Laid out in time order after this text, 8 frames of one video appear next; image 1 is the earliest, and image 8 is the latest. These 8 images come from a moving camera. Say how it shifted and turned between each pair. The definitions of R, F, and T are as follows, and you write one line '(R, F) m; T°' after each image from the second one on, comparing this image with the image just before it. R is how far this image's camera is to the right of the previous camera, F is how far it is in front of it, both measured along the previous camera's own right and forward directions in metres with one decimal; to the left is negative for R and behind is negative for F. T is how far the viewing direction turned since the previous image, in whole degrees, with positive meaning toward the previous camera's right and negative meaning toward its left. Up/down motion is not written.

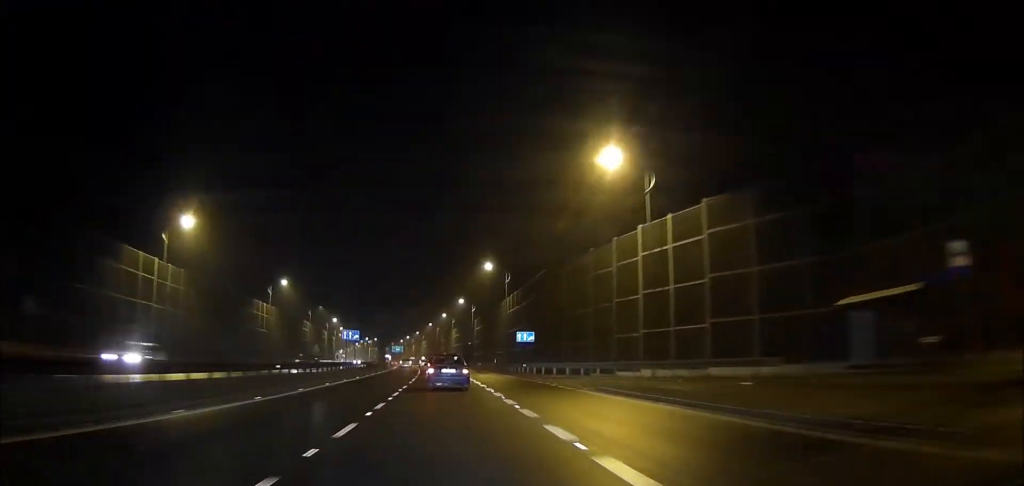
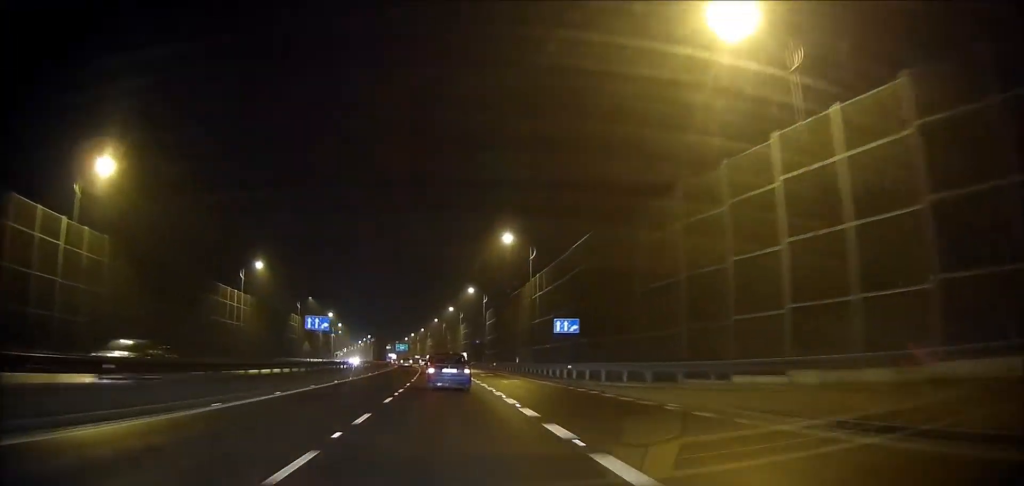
(-0.1, +16.0) m; -1°
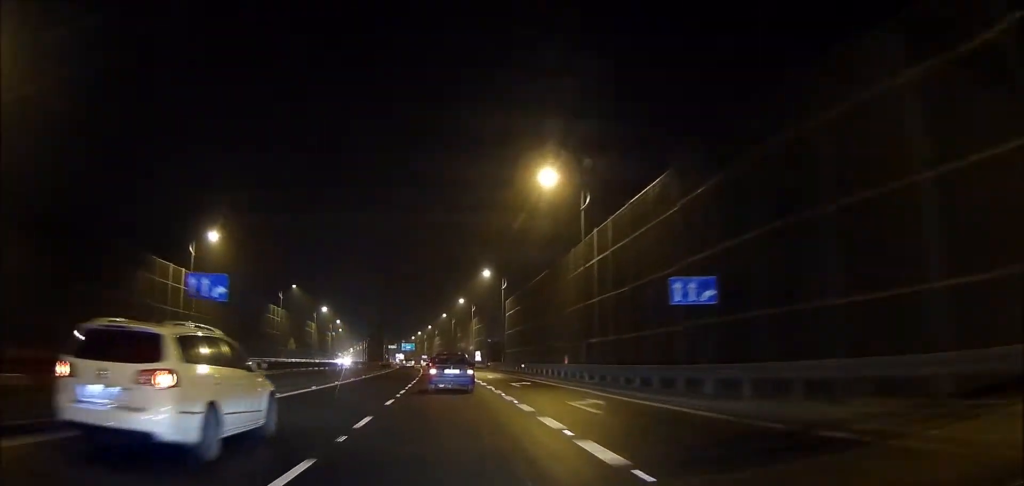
(-0.2, +18.8) m; -1°
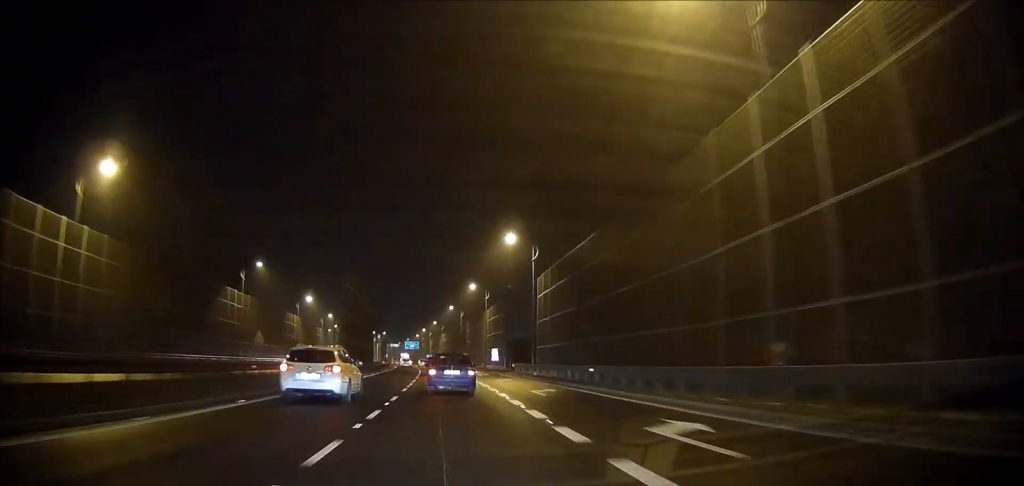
(-0.2, +22.2) m; -1°
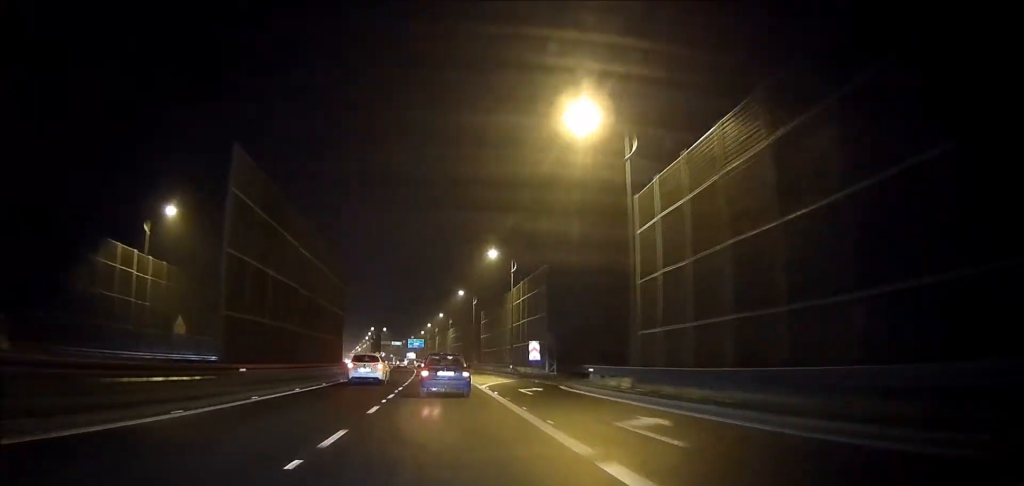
(-0.3, +28.4) m; -1°
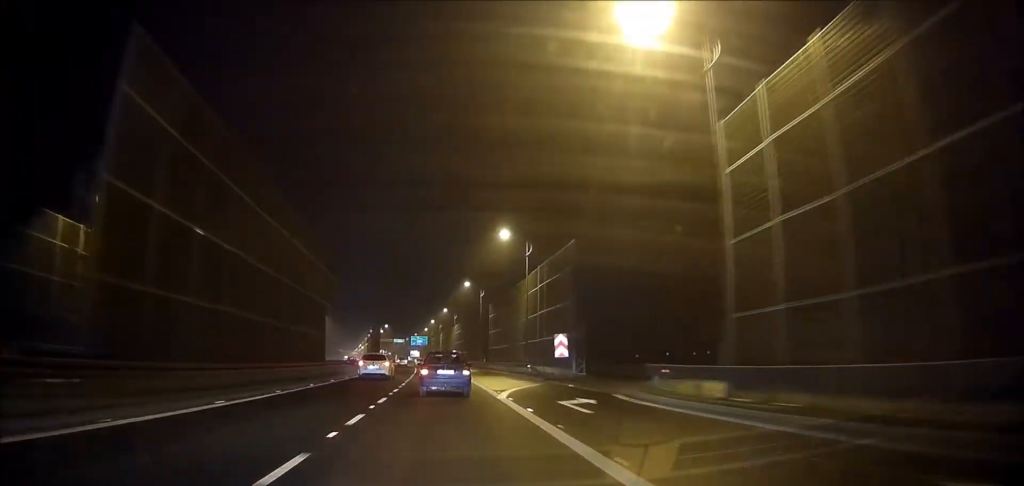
(0.0, +9.1) m; 0°
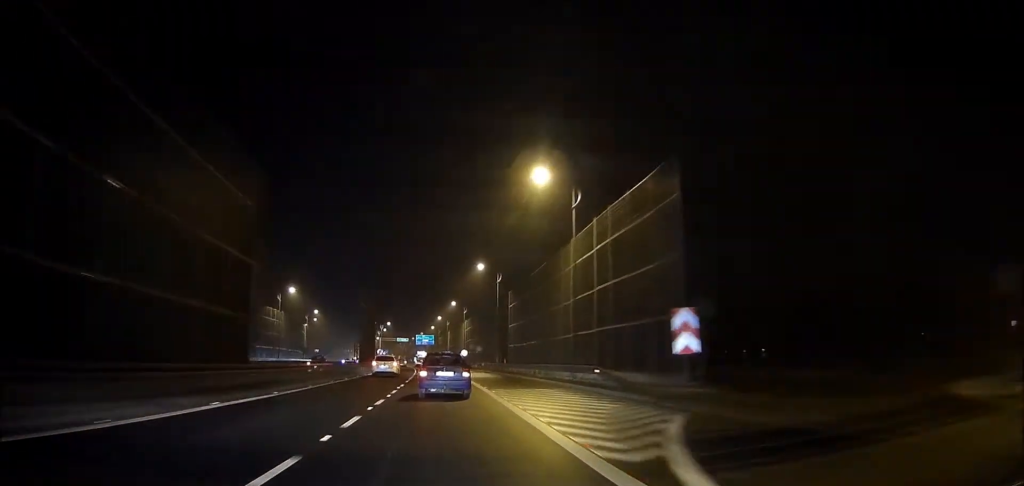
(-0.1, +18.1) m; -1°
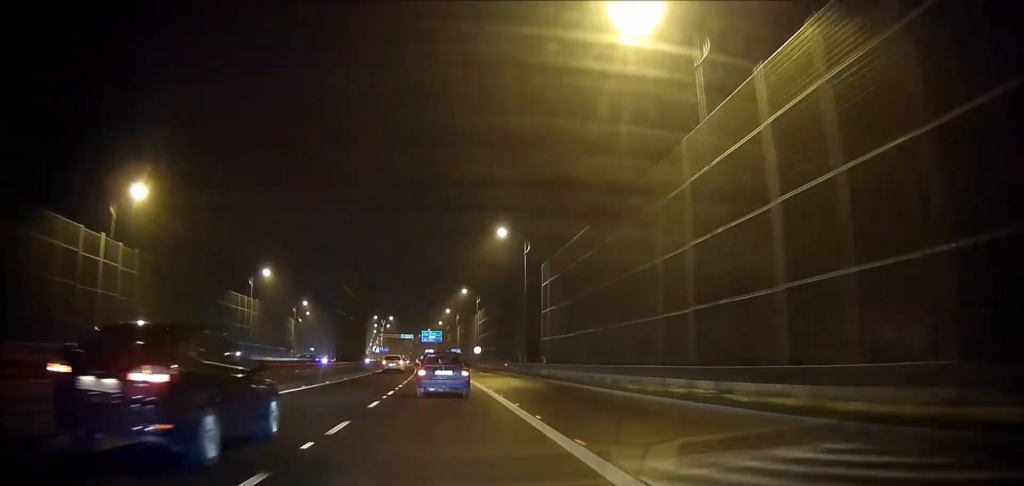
(-0.2, +19.3) m; -1°
